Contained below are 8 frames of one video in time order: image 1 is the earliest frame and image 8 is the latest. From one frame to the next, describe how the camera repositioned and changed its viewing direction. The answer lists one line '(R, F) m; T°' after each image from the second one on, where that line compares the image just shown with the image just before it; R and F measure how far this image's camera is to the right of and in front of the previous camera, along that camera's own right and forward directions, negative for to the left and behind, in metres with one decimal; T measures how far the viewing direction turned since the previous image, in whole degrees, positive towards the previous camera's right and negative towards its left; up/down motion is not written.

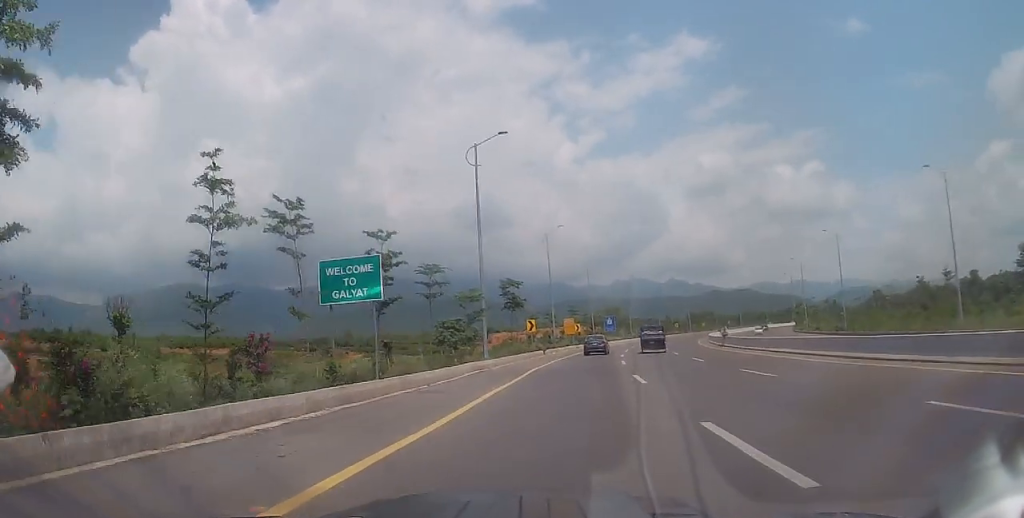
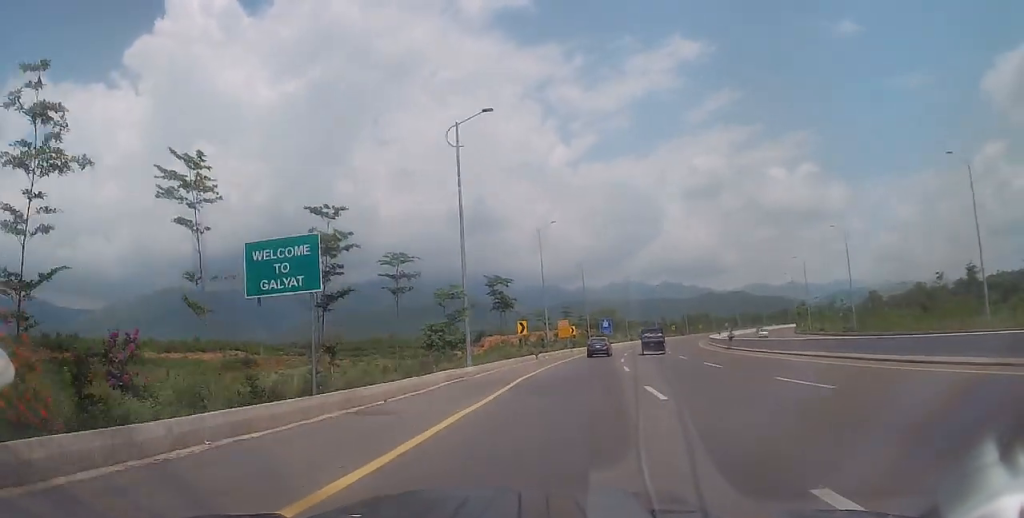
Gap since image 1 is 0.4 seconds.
(0.0, +4.0) m; 0°
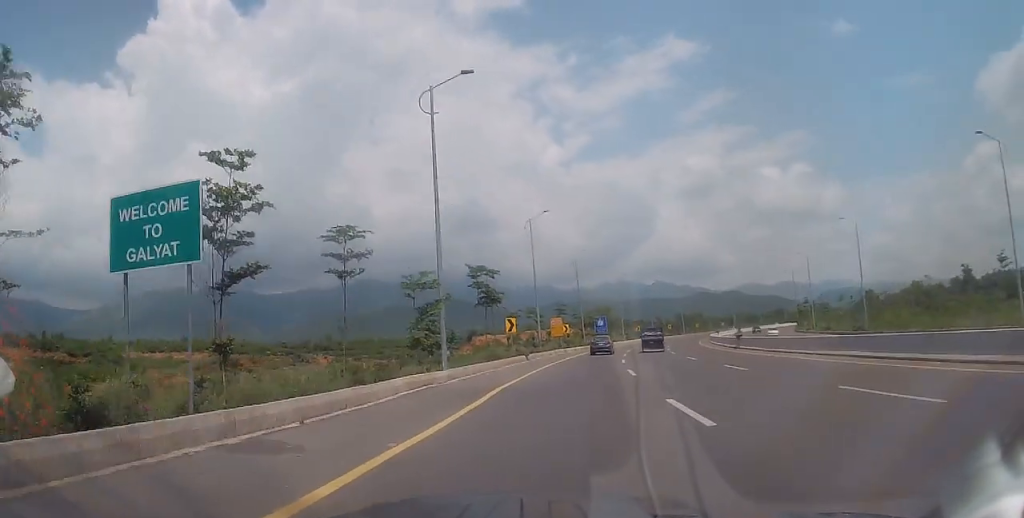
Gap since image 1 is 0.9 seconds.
(0.0, +4.5) m; +1°
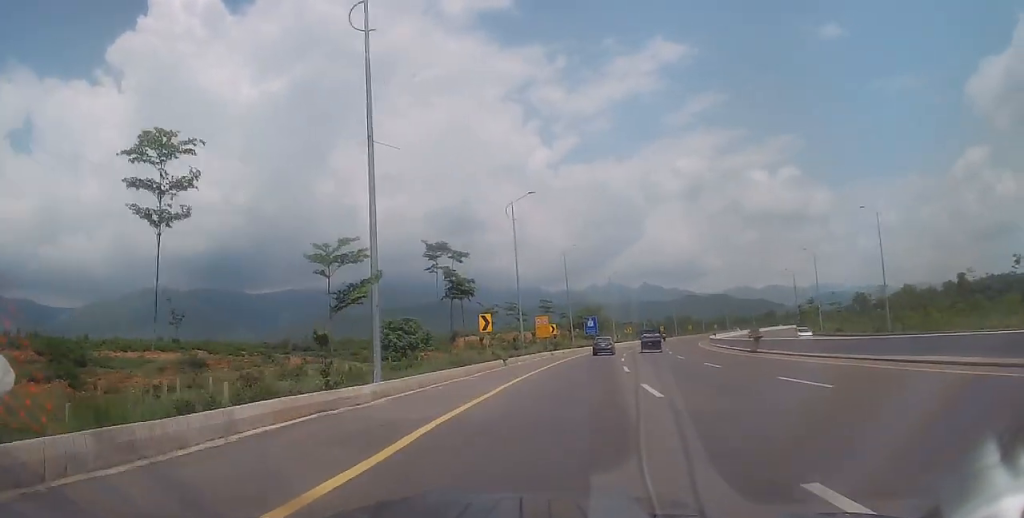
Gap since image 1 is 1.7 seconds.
(0.0, +7.5) m; +1°
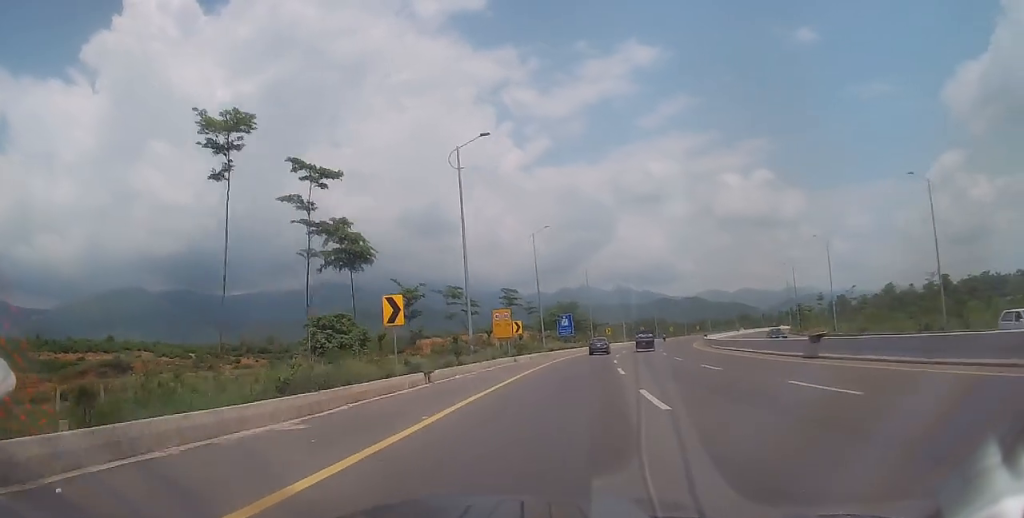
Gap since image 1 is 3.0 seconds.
(+0.1, +14.0) m; 0°
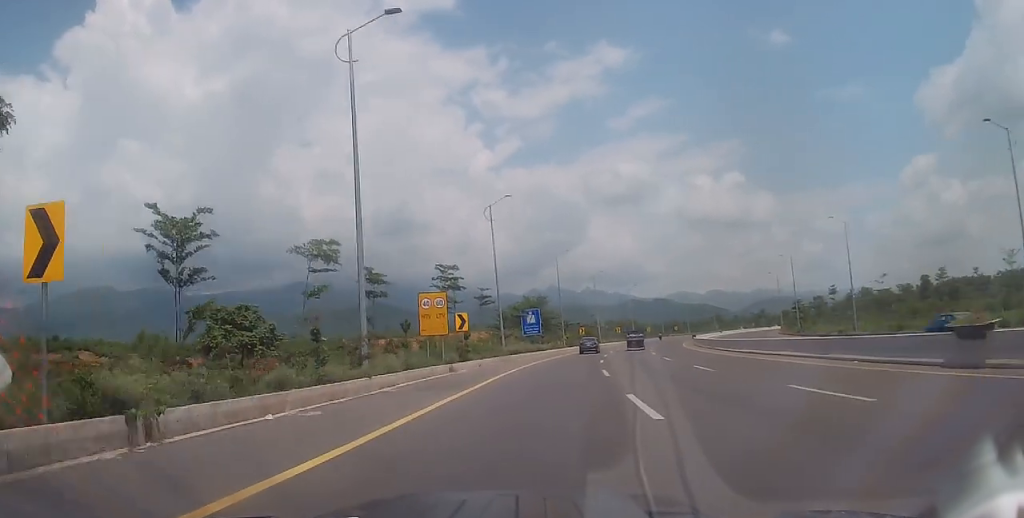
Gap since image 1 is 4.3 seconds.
(+0.2, +13.4) m; +4°
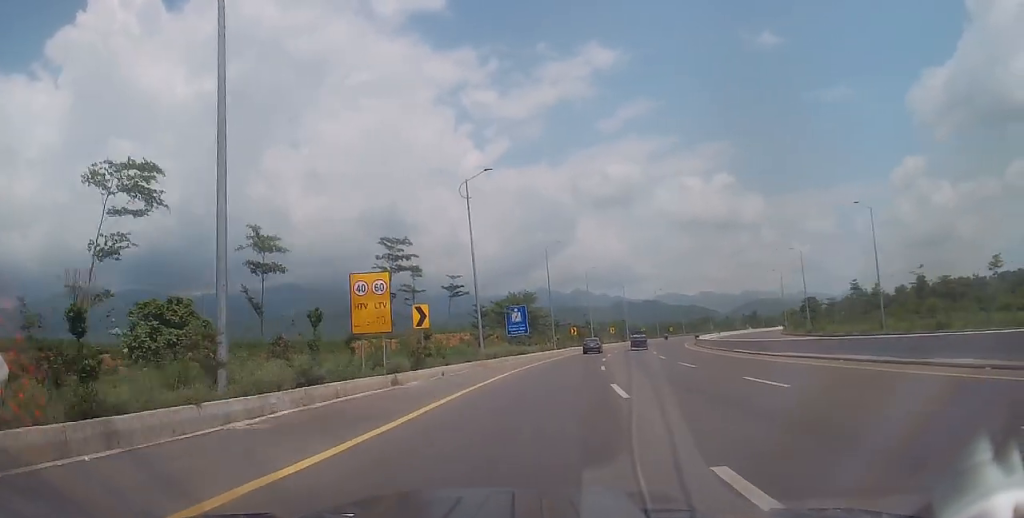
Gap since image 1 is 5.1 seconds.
(+0.3, +8.1) m; +2°
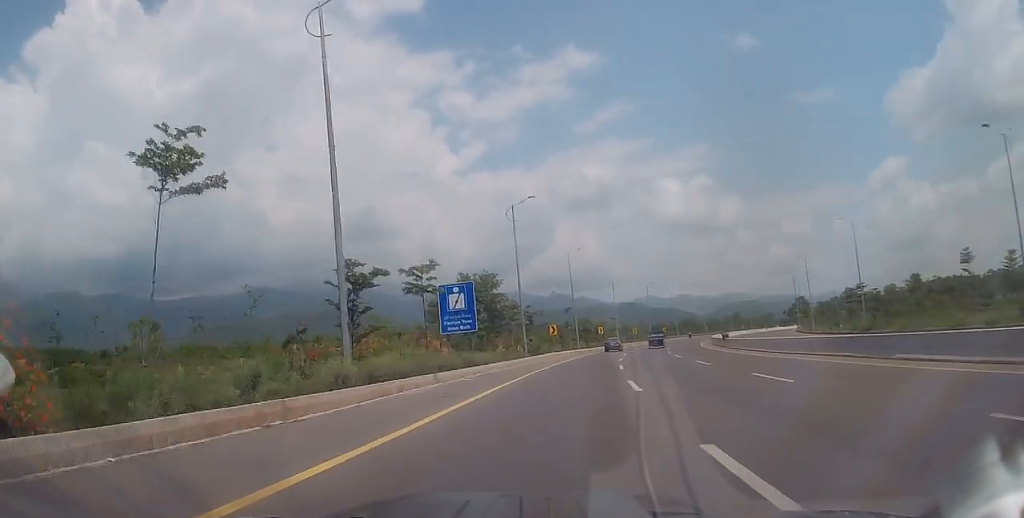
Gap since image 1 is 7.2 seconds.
(+0.2, +23.2) m; +2°
